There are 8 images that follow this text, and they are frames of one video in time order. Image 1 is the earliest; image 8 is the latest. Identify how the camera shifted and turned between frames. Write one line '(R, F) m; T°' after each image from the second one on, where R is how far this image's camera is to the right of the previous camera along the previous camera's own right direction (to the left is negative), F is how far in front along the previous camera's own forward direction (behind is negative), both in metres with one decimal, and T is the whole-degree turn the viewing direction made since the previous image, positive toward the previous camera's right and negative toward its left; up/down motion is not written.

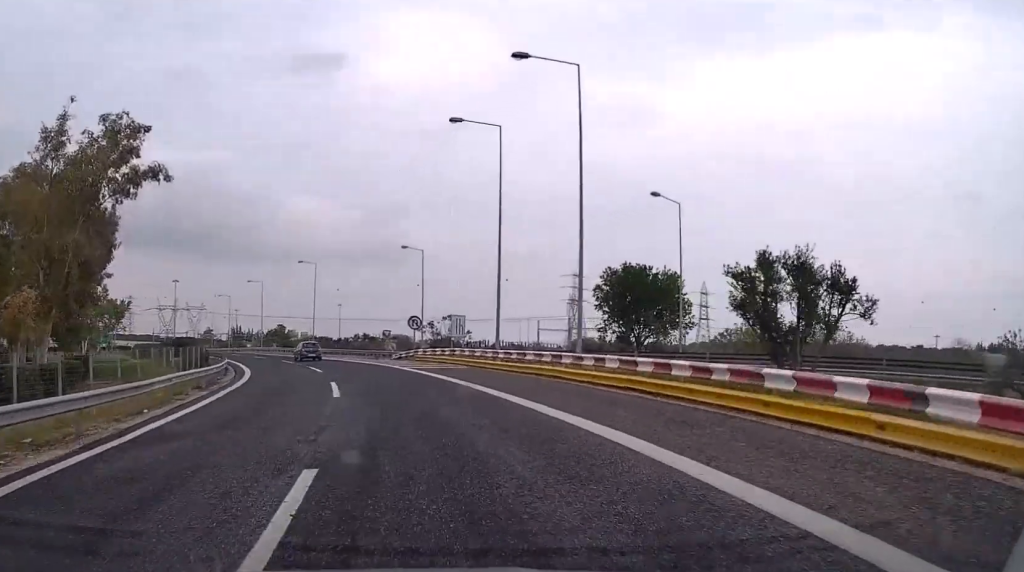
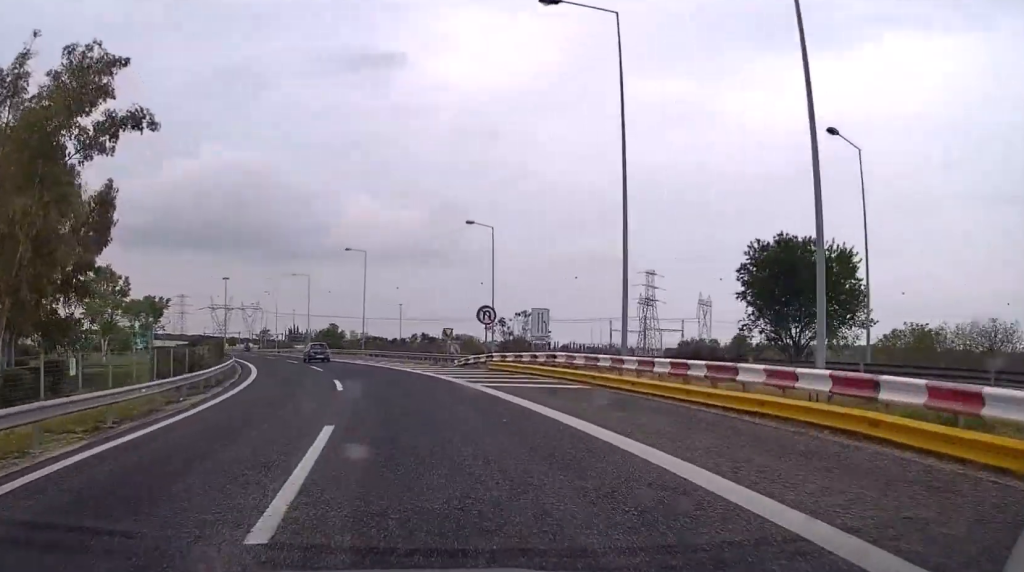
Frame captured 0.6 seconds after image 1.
(-0.5, +15.0) m; -4°
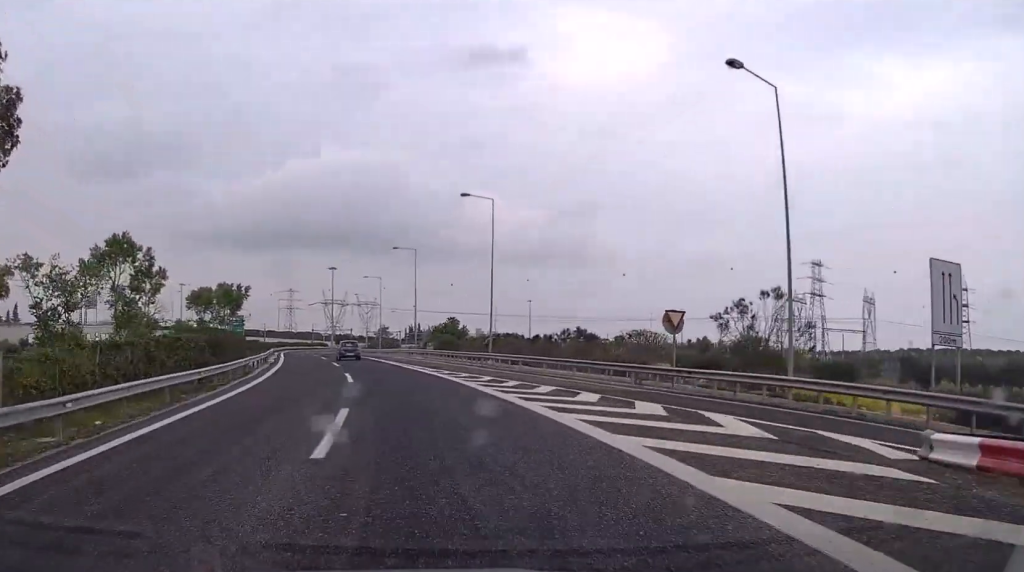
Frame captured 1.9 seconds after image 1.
(-2.7, +33.1) m; -9°
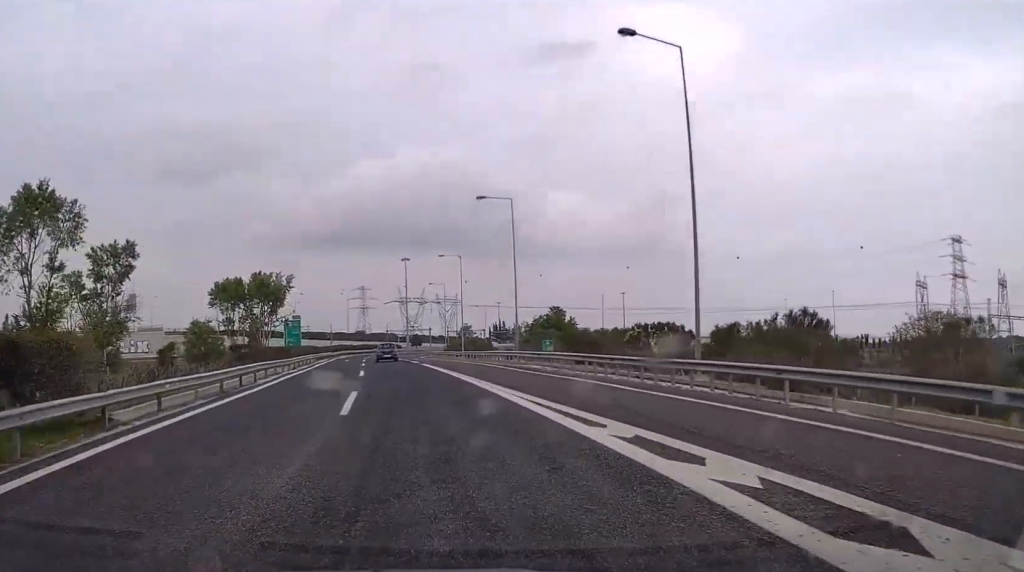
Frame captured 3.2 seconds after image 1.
(-2.0, +31.2) m; -7°
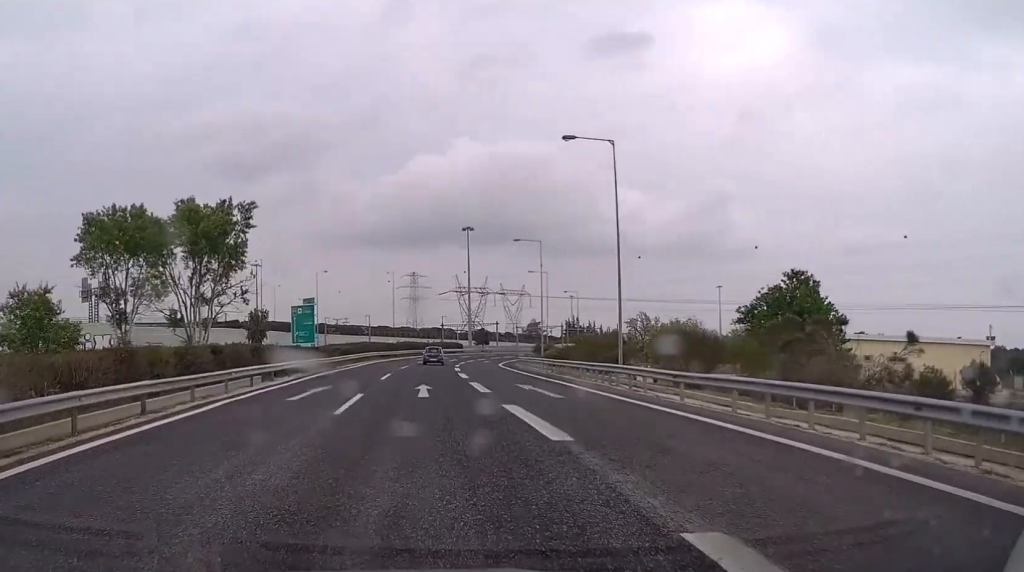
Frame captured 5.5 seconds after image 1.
(-3.5, +55.7) m; -6°
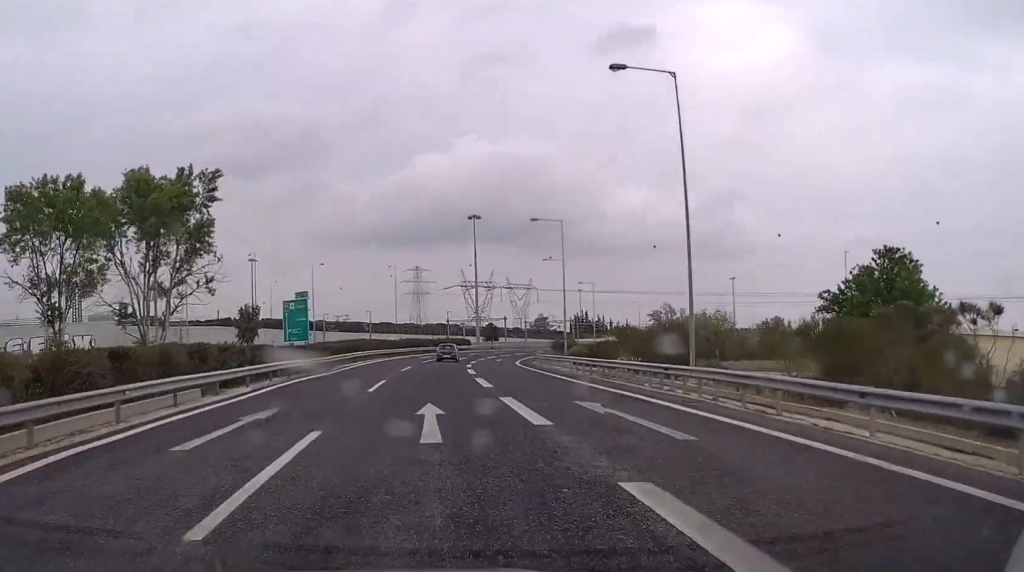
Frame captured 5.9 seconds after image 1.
(-0.1, +10.5) m; 0°
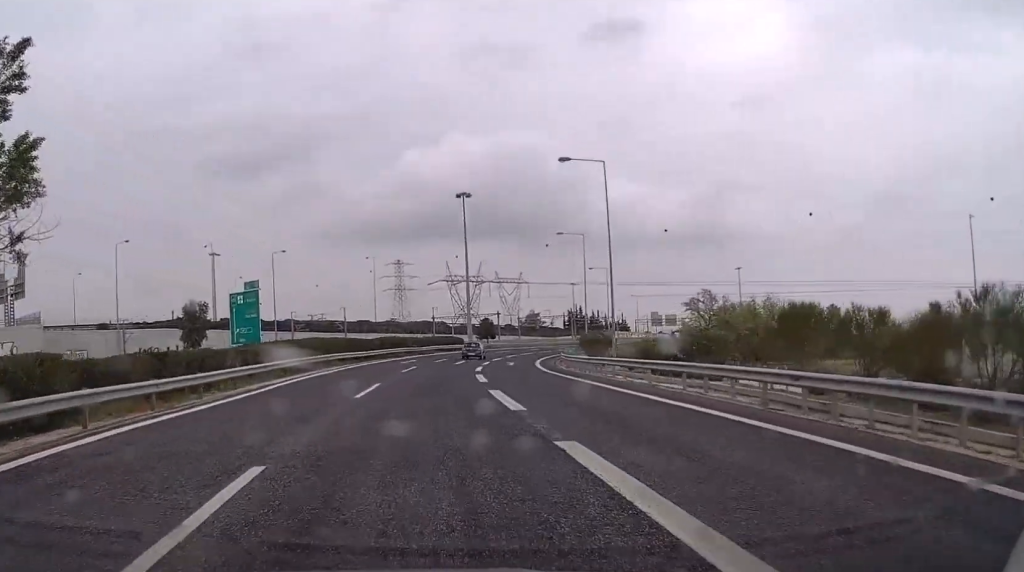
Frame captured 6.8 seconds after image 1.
(+0.1, +22.6) m; +1°
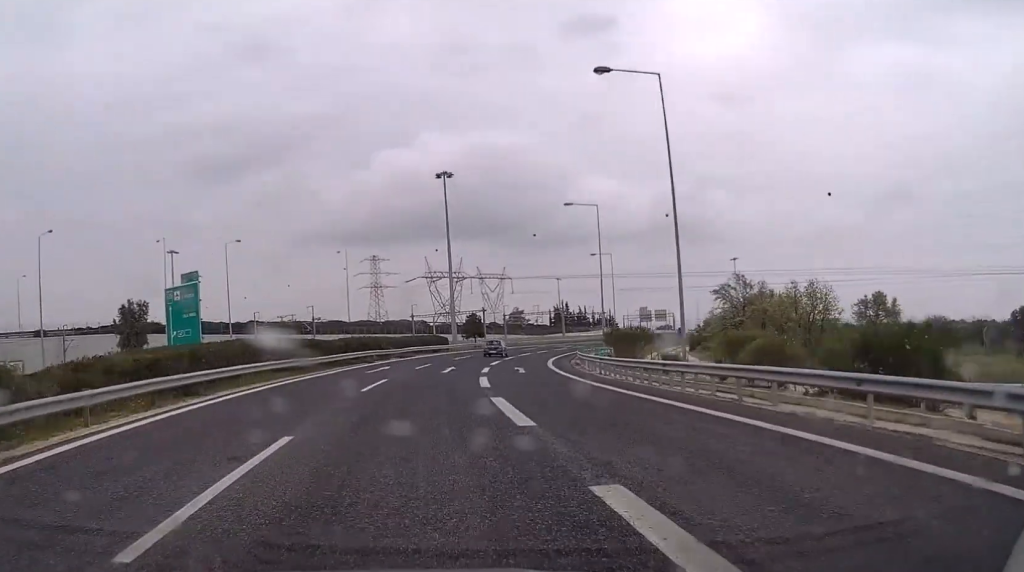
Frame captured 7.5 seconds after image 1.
(+0.2, +15.2) m; +1°
